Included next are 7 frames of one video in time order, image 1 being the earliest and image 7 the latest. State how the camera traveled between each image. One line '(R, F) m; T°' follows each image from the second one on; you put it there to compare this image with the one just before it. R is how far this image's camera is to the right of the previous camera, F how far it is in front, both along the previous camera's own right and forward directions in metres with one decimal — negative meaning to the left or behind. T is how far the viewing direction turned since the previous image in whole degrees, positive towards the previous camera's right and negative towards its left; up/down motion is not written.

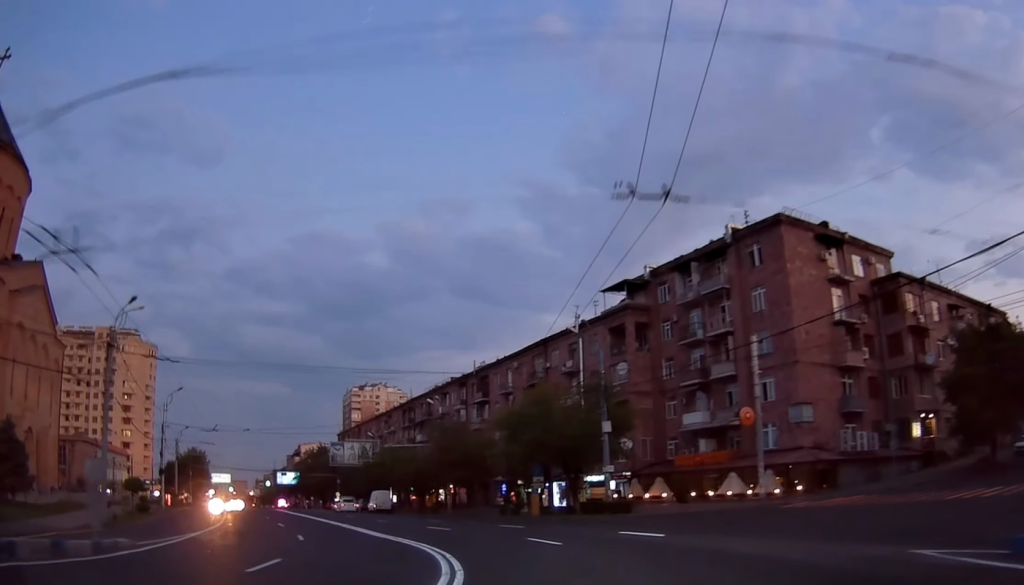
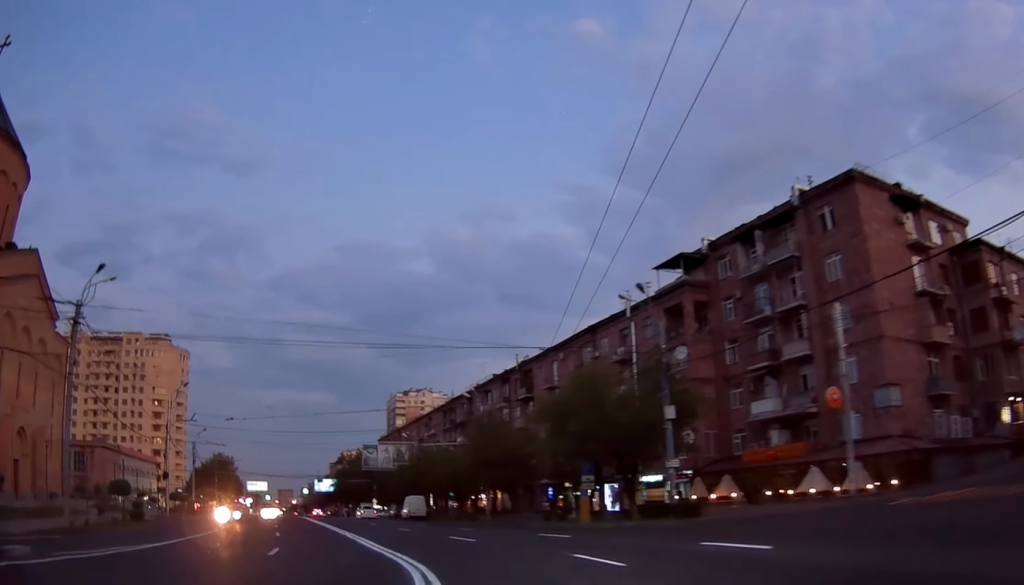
(-0.3, +6.8) m; -3°
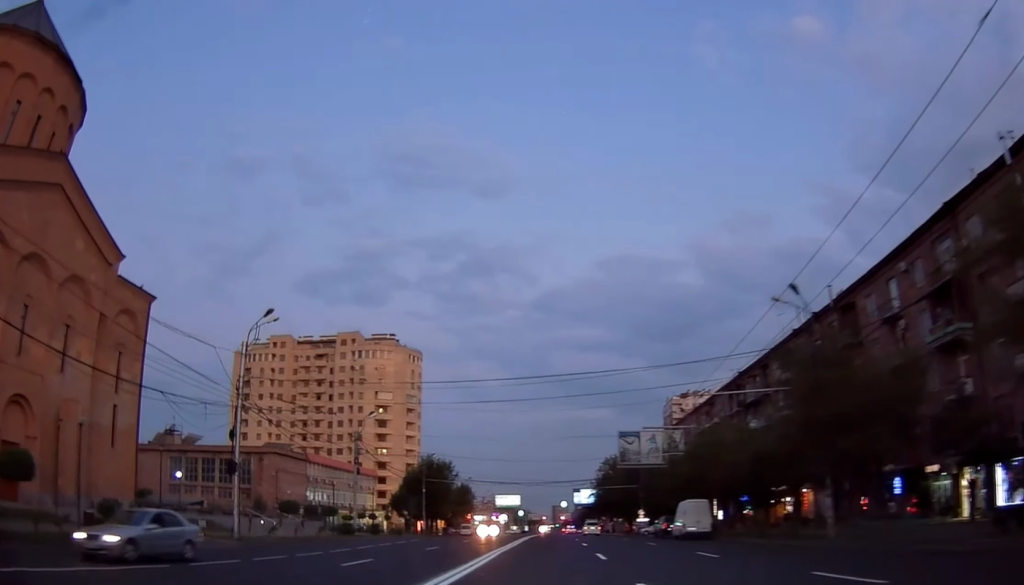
(-3.5, +26.8) m; -18°
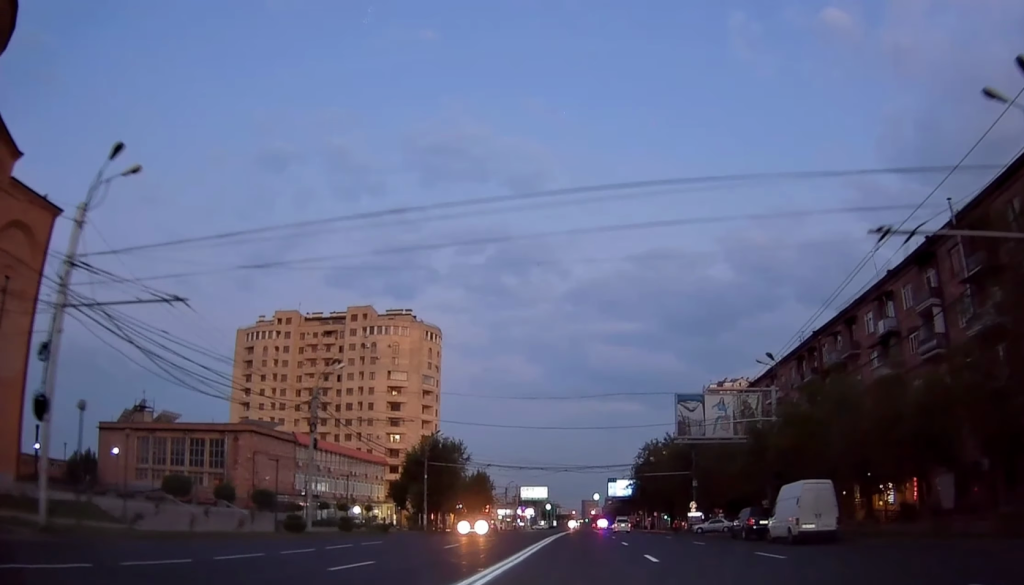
(-1.9, +16.0) m; -10°
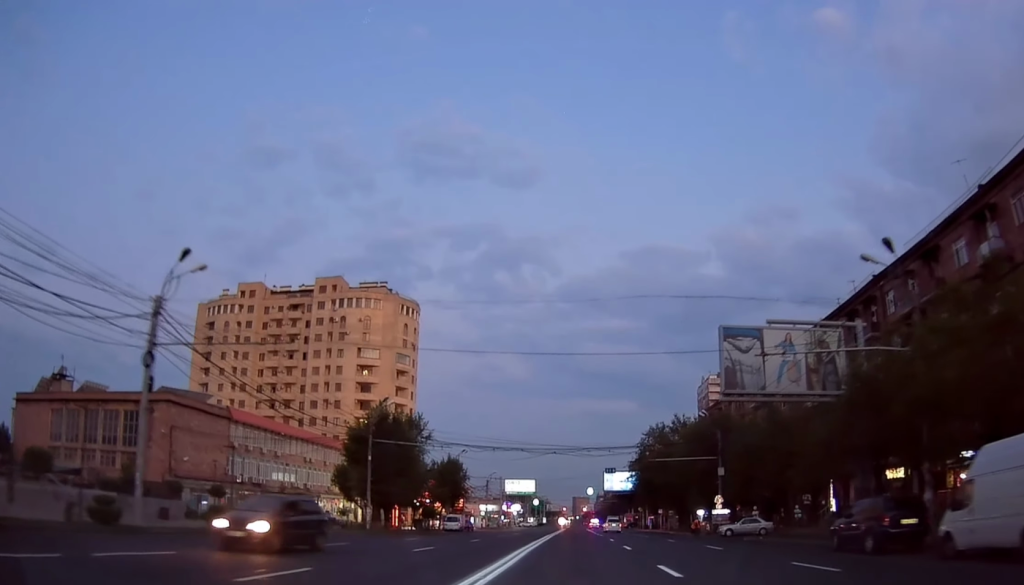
(-0.3, +16.8) m; +1°
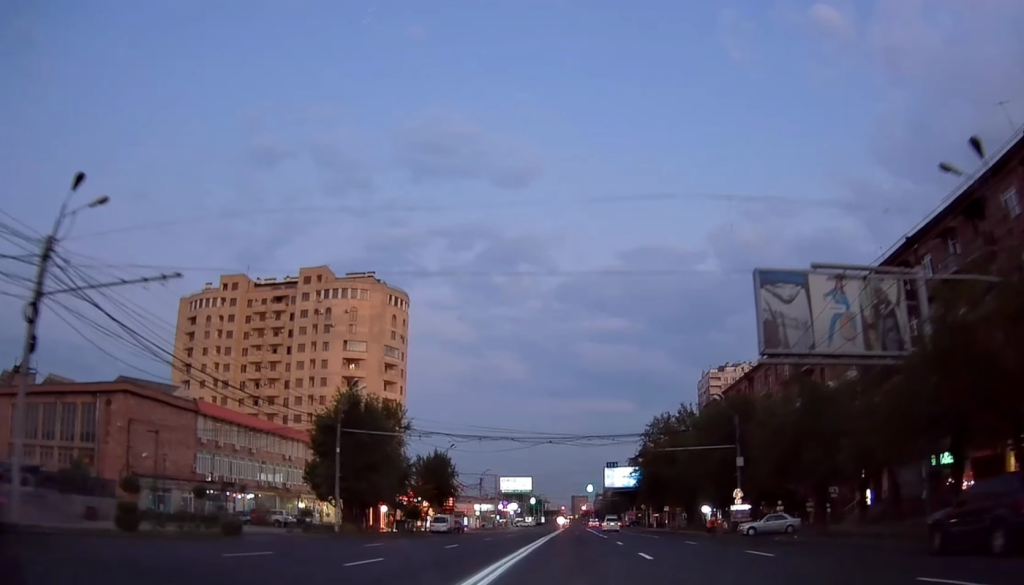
(+0.3, +6.8) m; 0°
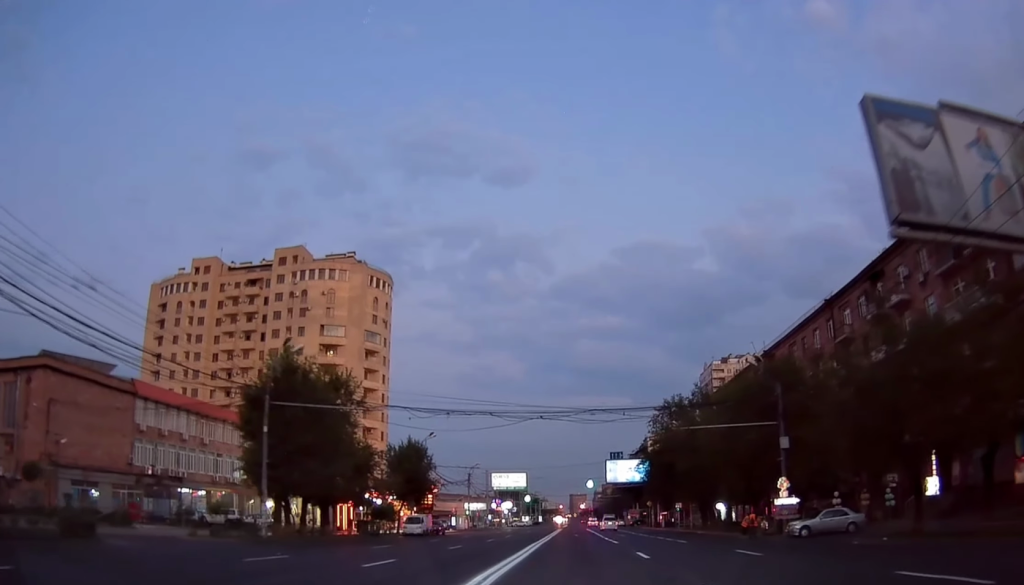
(+0.1, +11.0) m; 0°
